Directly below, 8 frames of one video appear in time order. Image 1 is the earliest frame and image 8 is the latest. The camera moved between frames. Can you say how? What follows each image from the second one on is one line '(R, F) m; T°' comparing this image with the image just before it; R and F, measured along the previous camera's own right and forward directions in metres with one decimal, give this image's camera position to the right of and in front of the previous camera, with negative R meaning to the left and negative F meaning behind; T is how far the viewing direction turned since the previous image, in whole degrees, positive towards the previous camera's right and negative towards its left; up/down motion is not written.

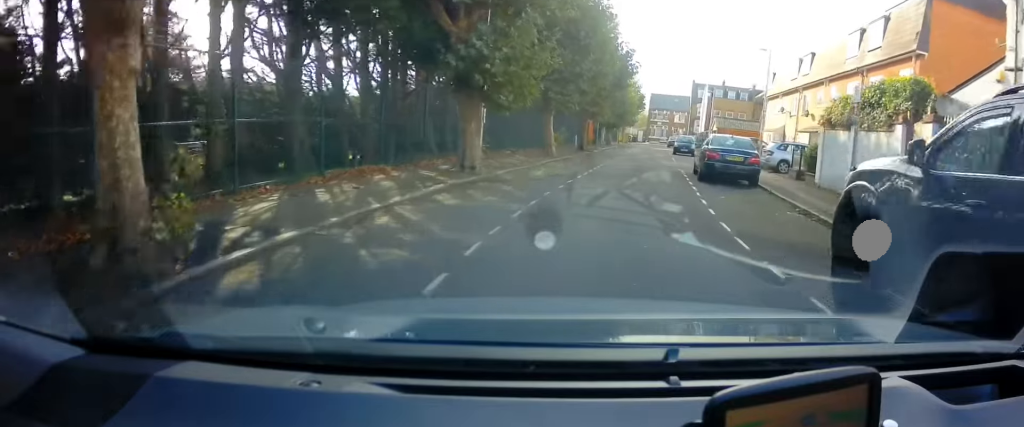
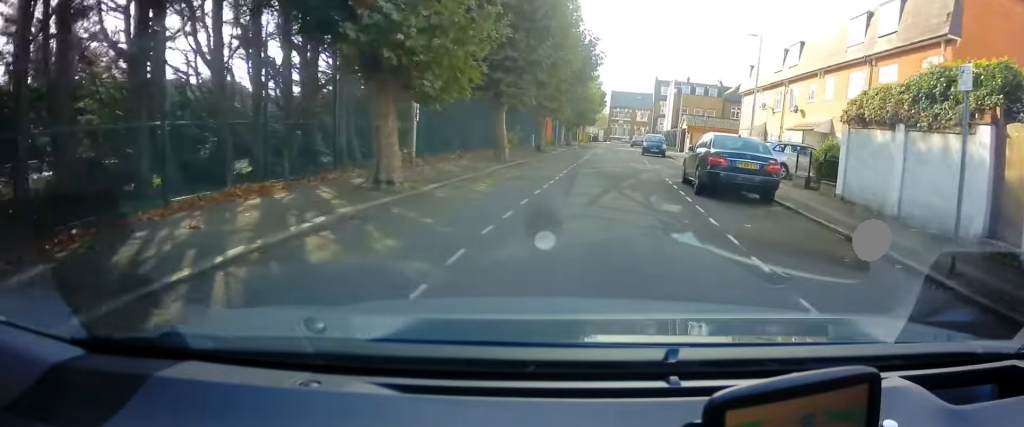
(+0.1, +4.3) m; +1°
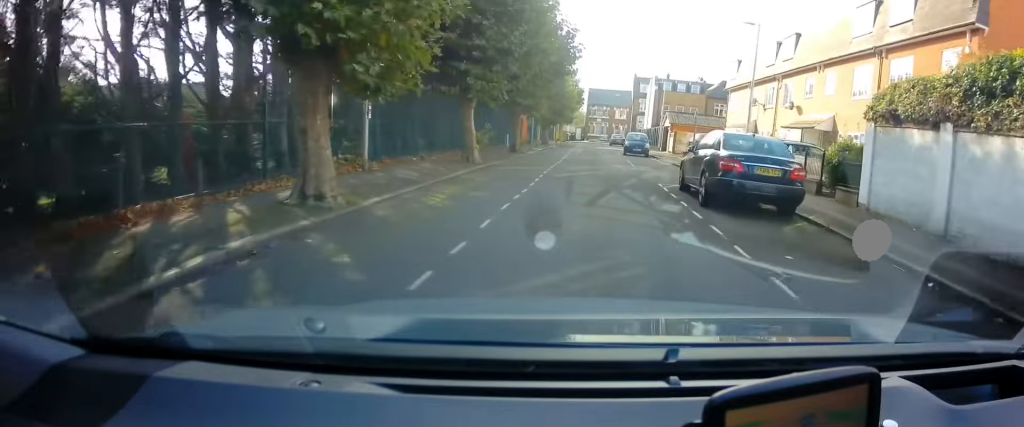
(0.0, +2.4) m; 0°
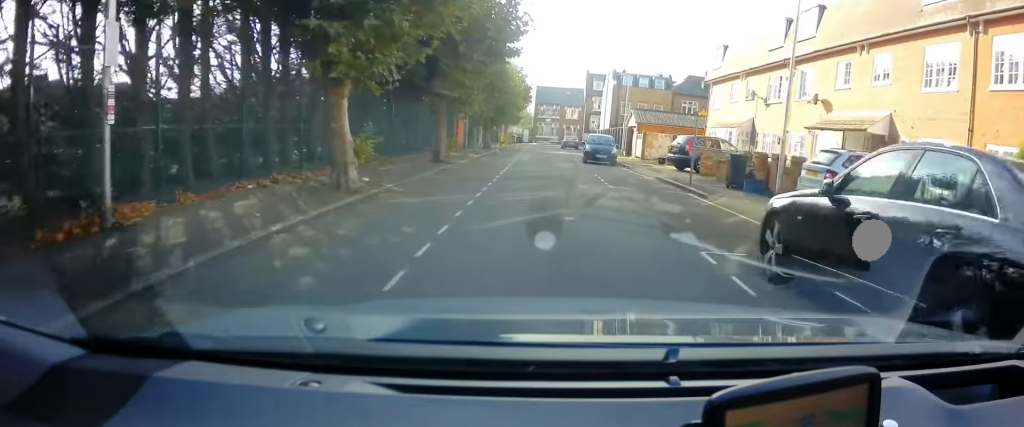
(+0.4, +8.0) m; +8°
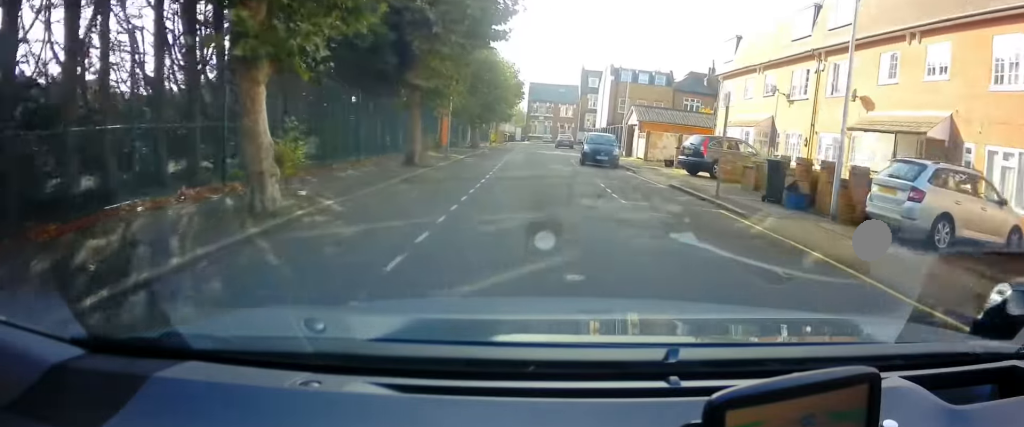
(+0.3, +3.4) m; +2°
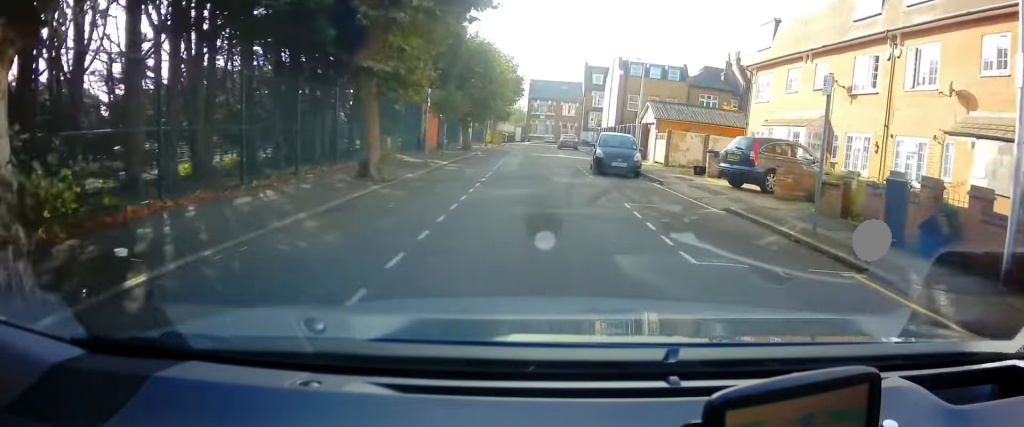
(-0.2, +5.1) m; 0°
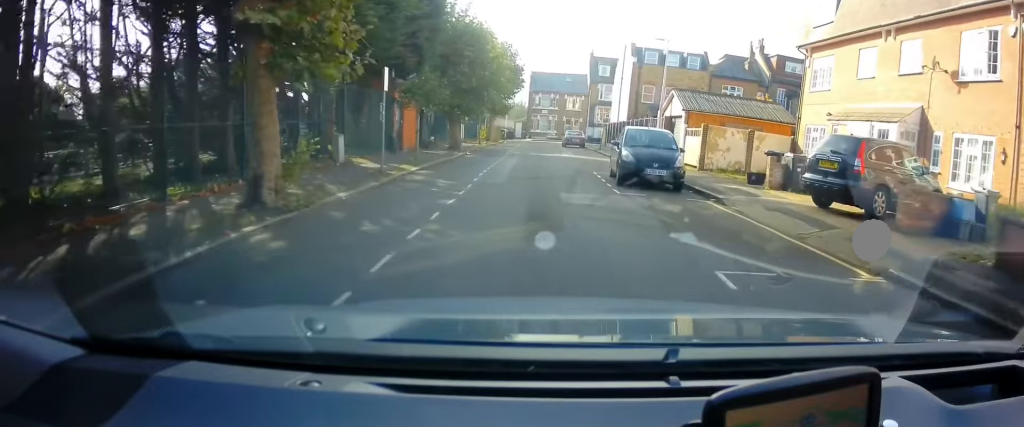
(+0.2, +5.8) m; 0°
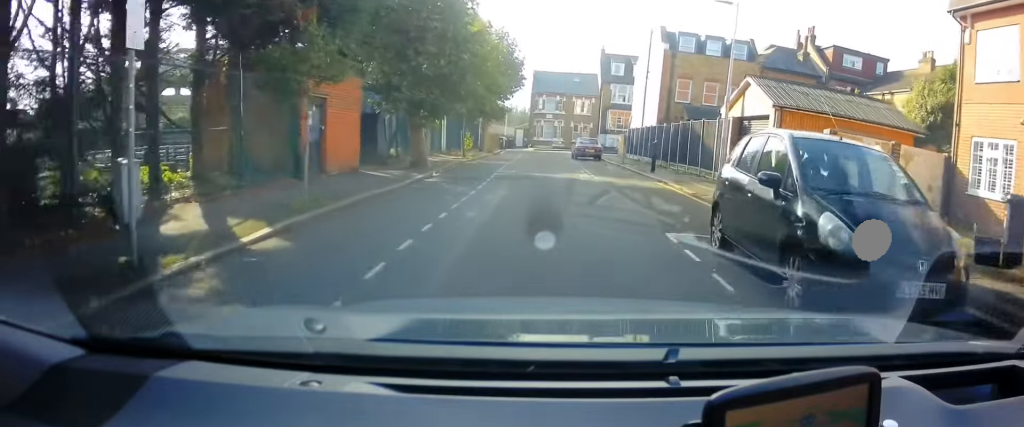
(-0.4, +9.9) m; -2°
